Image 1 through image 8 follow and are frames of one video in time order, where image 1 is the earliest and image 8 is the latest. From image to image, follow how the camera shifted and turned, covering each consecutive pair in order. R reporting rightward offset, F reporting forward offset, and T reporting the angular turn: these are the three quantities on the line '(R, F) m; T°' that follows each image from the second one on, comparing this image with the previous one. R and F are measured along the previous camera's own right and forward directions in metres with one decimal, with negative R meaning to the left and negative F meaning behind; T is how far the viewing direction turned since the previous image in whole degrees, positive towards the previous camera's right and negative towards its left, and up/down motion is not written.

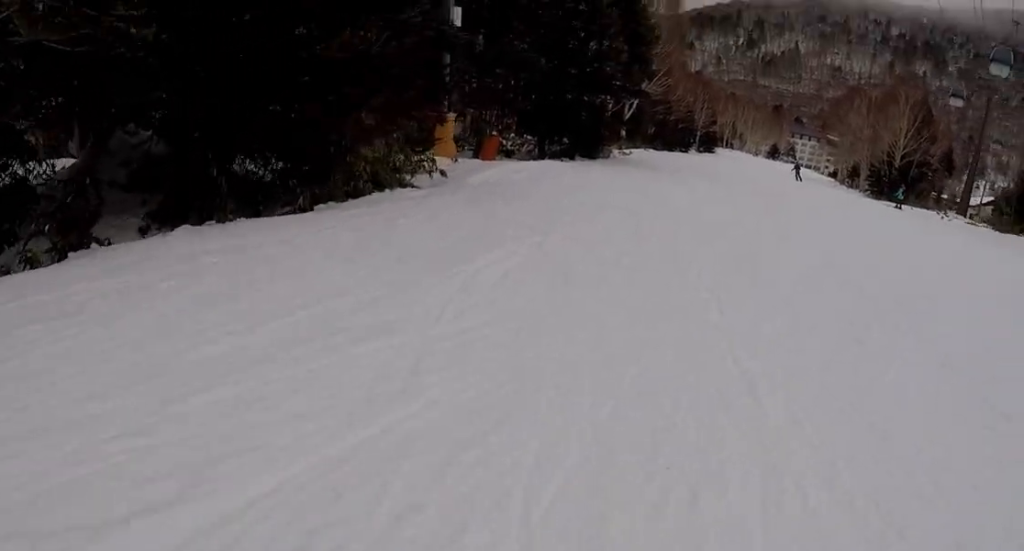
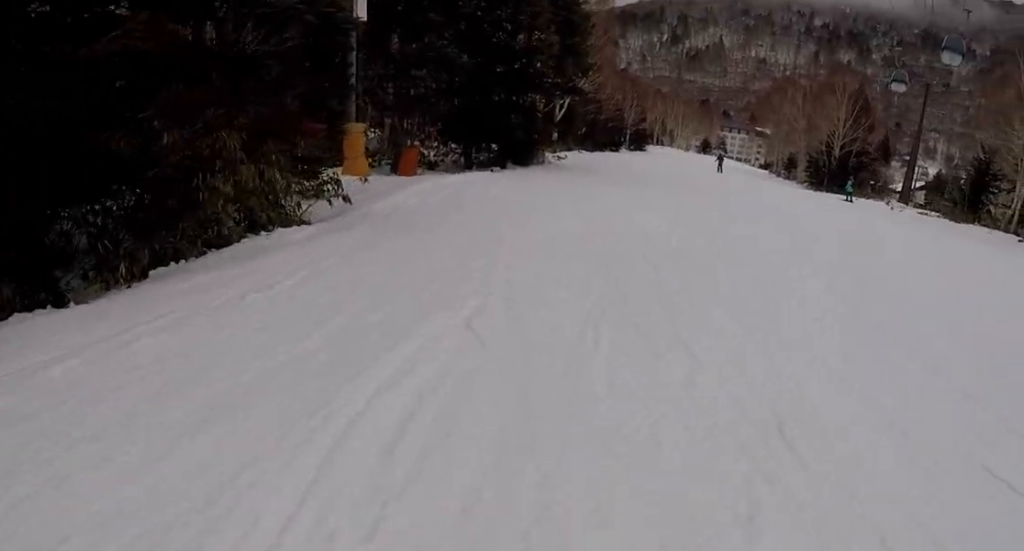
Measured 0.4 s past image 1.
(+1.0, +3.1) m; +5°
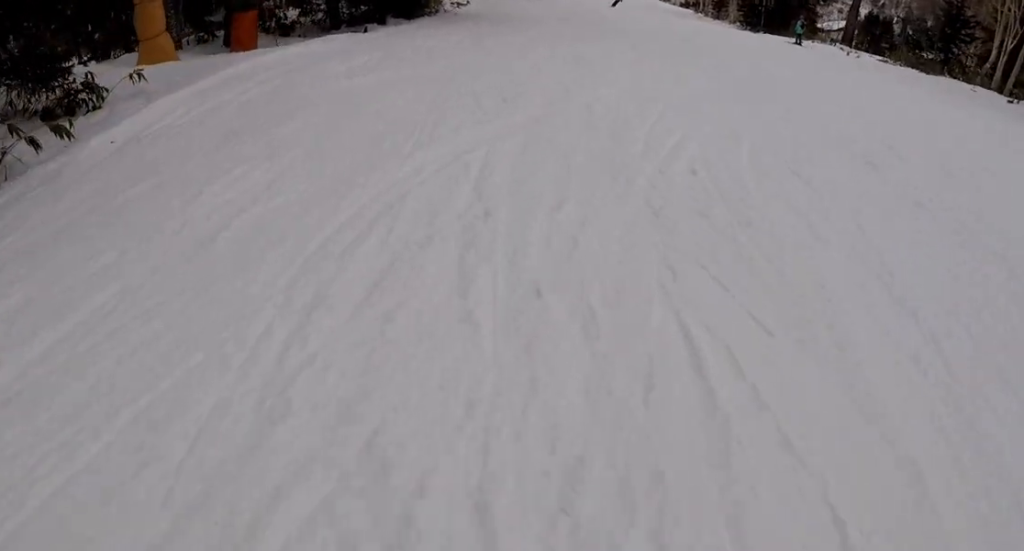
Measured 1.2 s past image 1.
(+1.7, +6.0) m; +7°
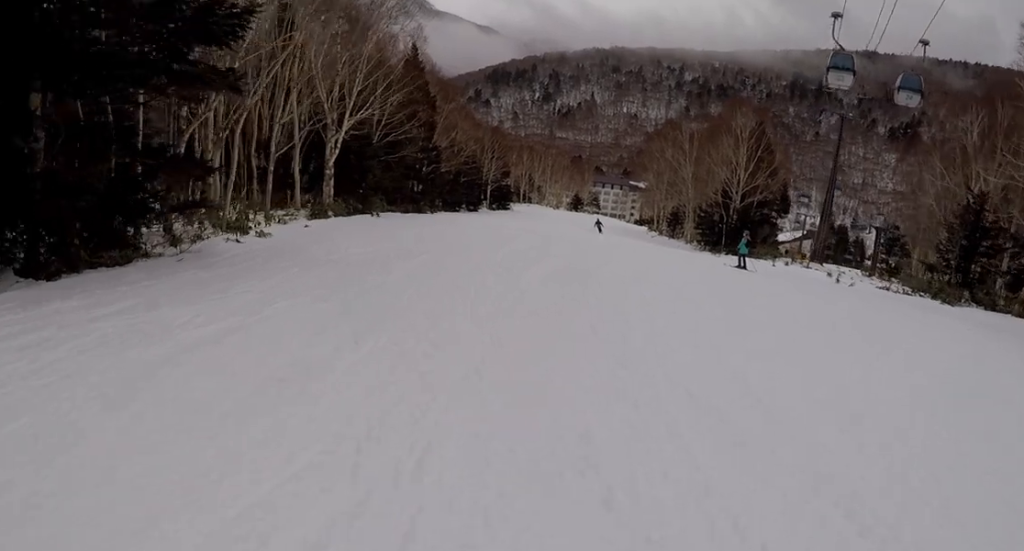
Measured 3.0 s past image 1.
(-2.5, +13.3) m; -8°
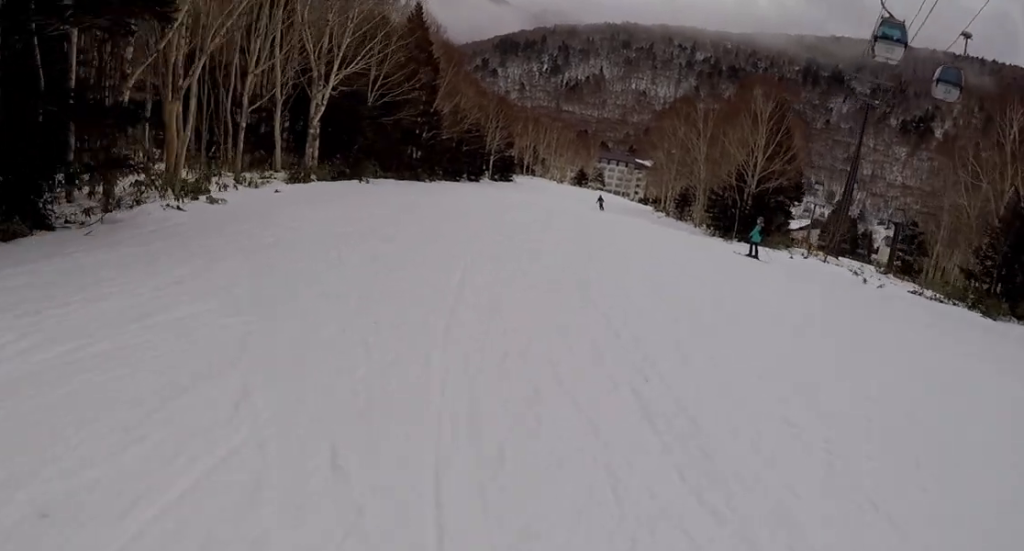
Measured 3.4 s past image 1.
(+0.1, +2.9) m; 0°
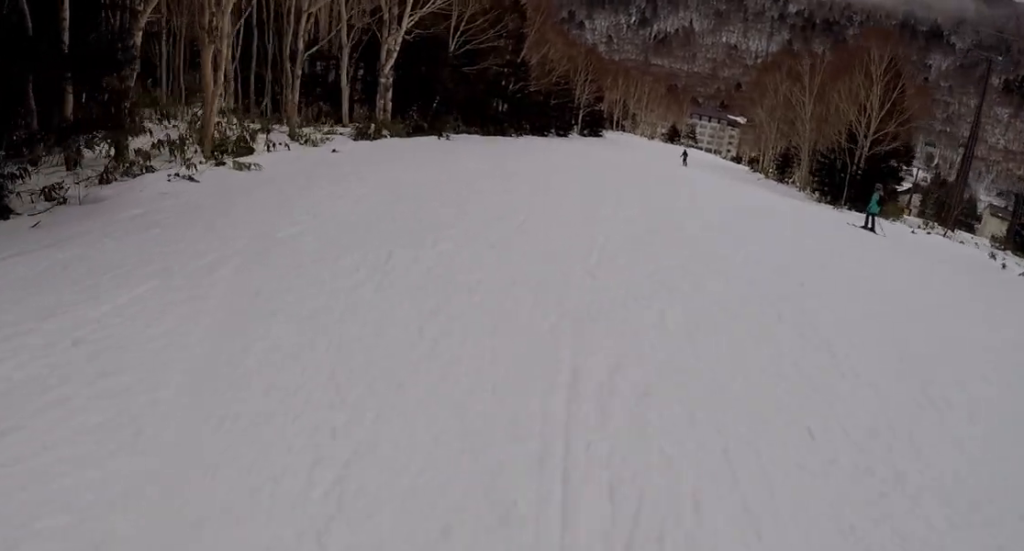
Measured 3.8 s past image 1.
(+0.2, +3.3) m; 0°
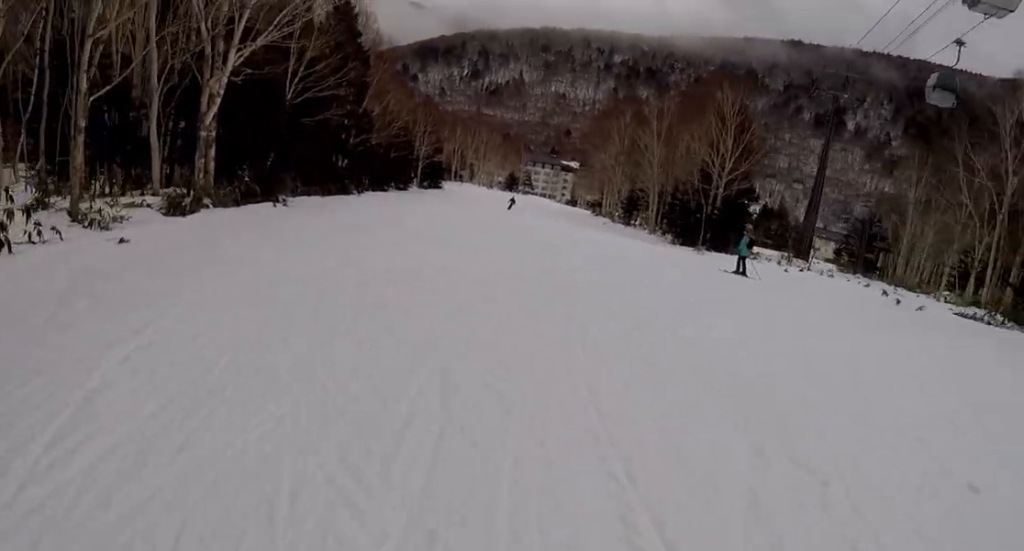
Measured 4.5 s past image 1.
(-0.1, +4.9) m; 0°
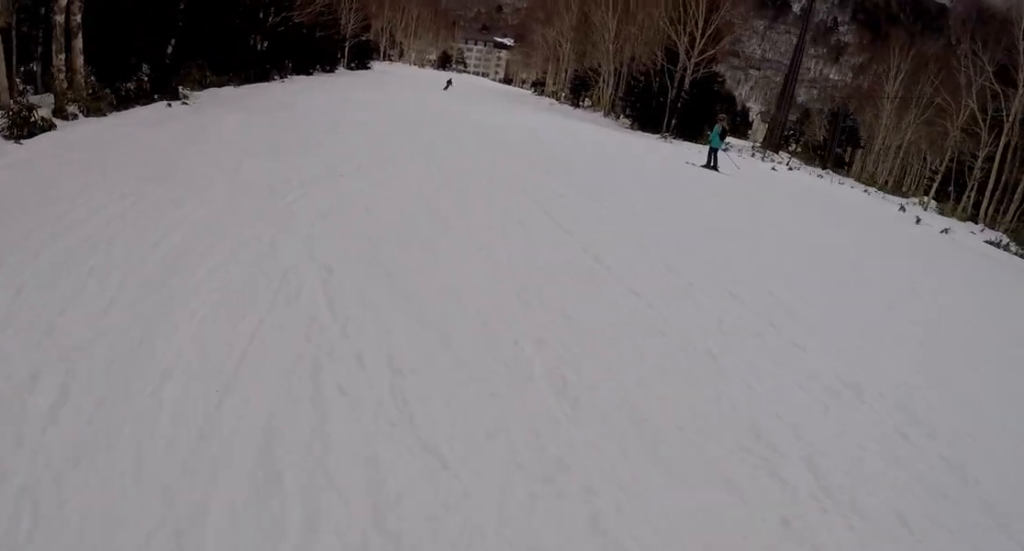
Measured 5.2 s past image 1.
(-0.2, +4.7) m; +1°
